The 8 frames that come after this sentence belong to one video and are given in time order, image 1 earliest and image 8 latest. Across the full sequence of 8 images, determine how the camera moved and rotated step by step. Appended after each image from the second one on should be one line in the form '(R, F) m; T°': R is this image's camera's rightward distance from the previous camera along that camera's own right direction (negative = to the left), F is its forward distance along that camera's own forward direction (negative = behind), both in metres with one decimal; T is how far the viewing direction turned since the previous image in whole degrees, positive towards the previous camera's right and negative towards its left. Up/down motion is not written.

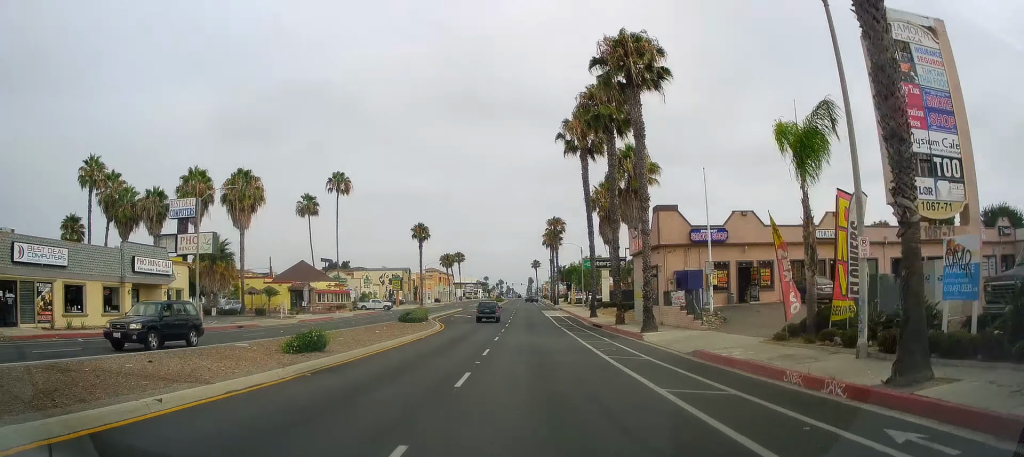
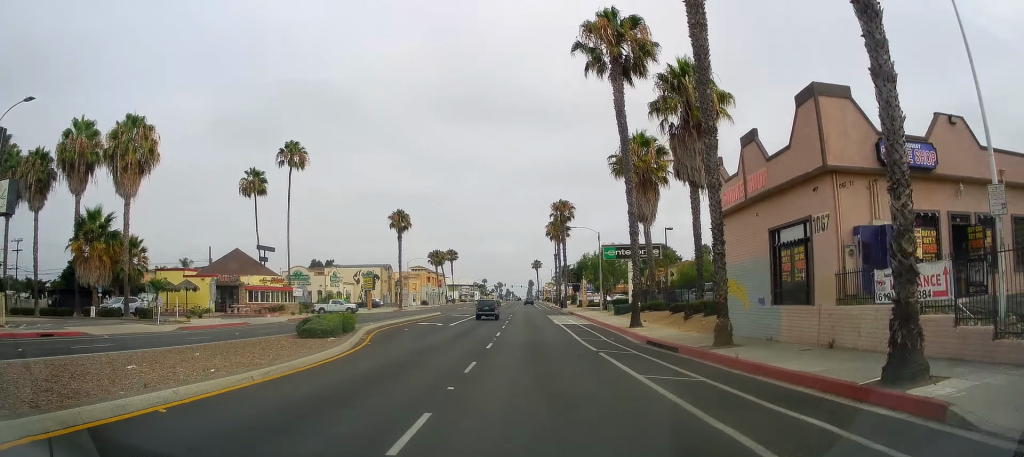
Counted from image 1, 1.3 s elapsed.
(+0.3, +20.1) m; -1°
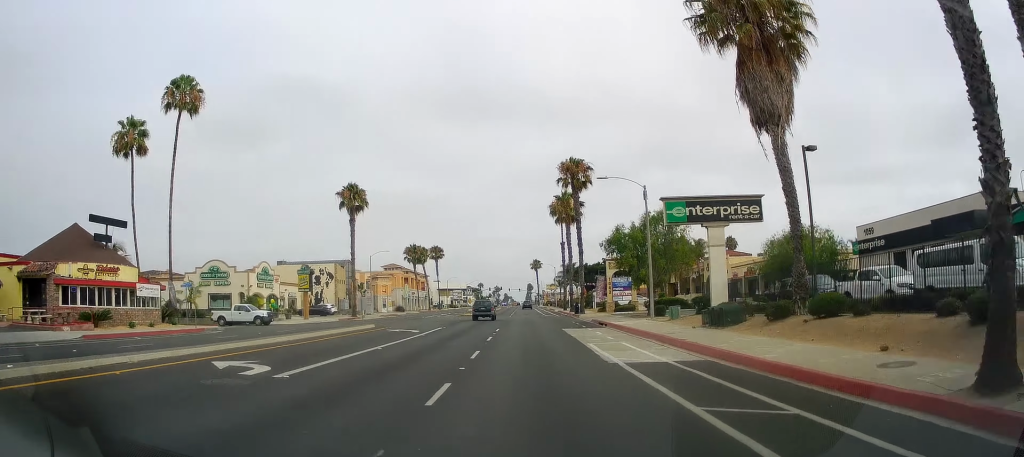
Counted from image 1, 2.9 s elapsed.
(-0.7, +26.8) m; +1°
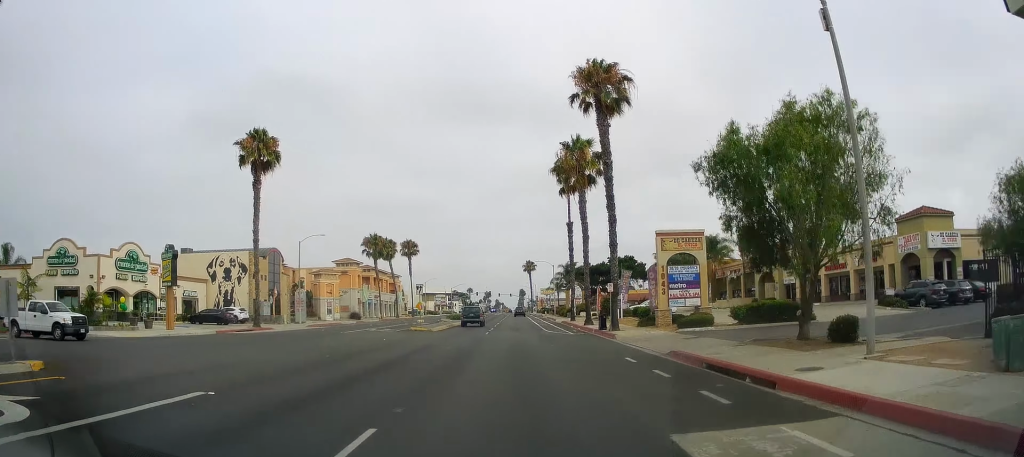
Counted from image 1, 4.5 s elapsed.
(+0.6, +26.0) m; 0°
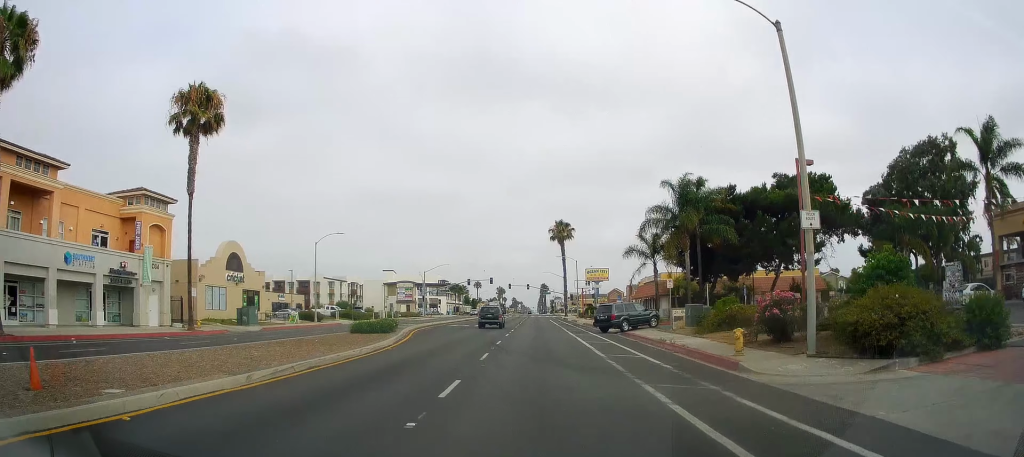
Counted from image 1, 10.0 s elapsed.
(-1.4, +90.2) m; -1°
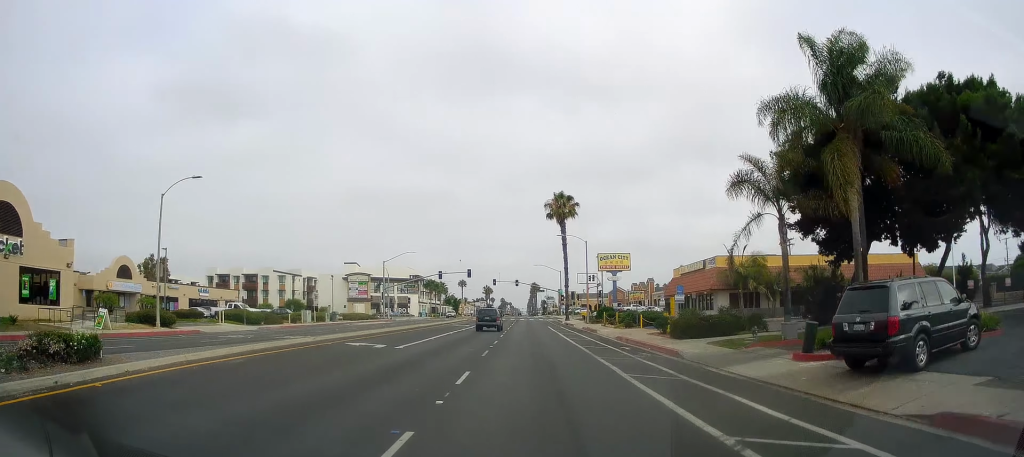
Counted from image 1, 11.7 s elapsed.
(-0.2, +26.5) m; +1°
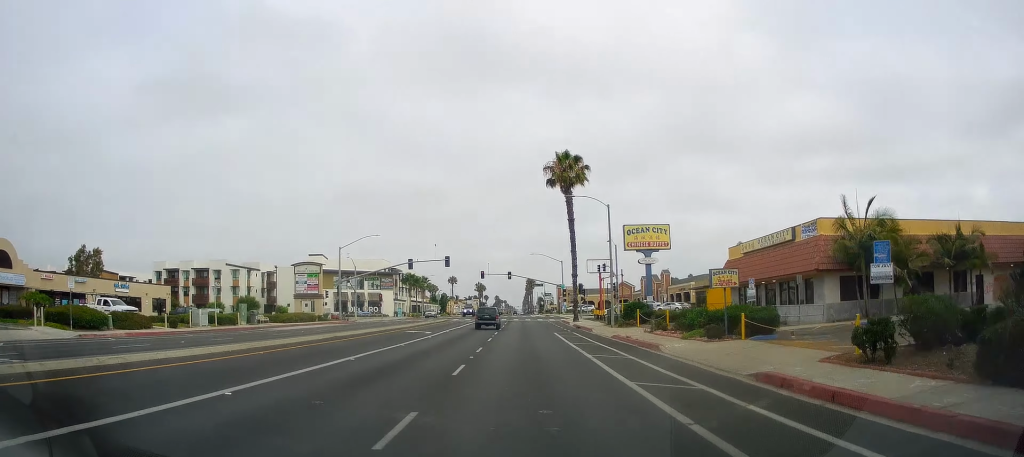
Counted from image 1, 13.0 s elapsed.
(+0.7, +19.8) m; +1°
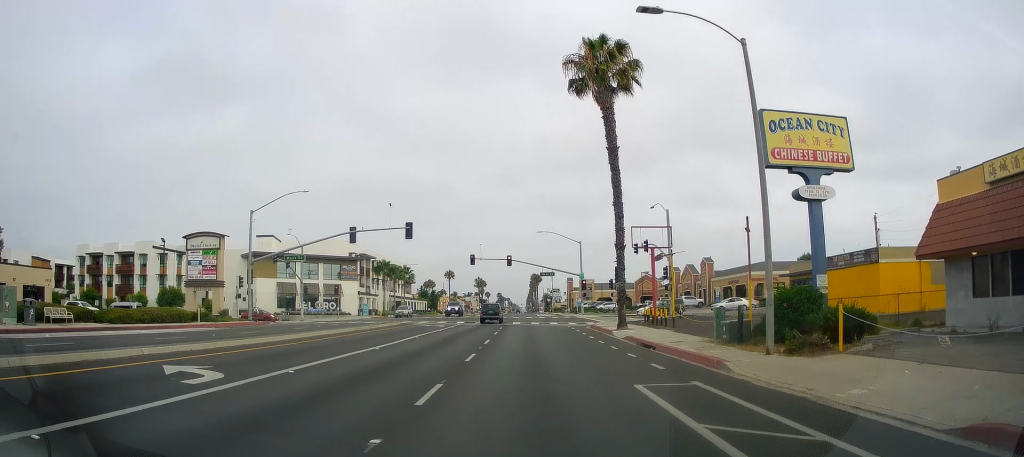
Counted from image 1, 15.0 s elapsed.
(0.0, +26.2) m; -3°
